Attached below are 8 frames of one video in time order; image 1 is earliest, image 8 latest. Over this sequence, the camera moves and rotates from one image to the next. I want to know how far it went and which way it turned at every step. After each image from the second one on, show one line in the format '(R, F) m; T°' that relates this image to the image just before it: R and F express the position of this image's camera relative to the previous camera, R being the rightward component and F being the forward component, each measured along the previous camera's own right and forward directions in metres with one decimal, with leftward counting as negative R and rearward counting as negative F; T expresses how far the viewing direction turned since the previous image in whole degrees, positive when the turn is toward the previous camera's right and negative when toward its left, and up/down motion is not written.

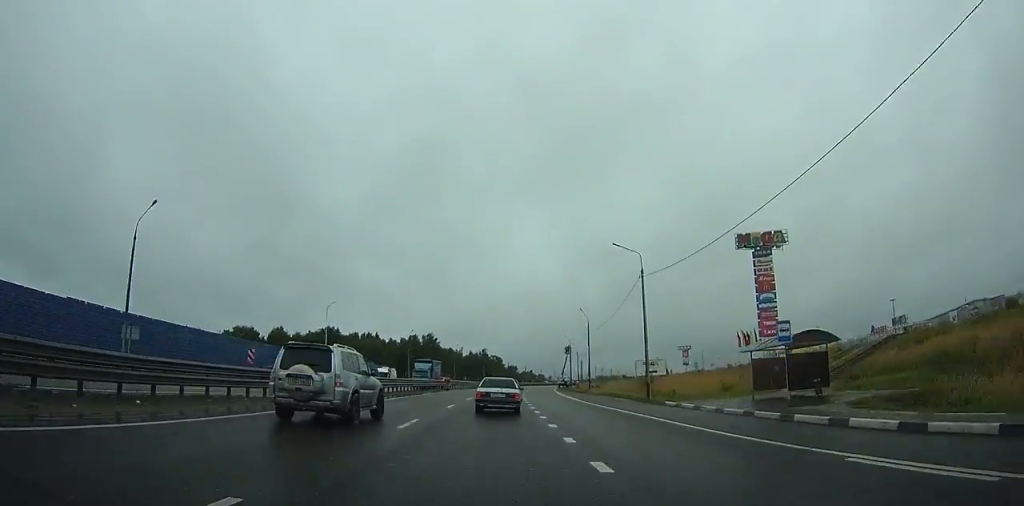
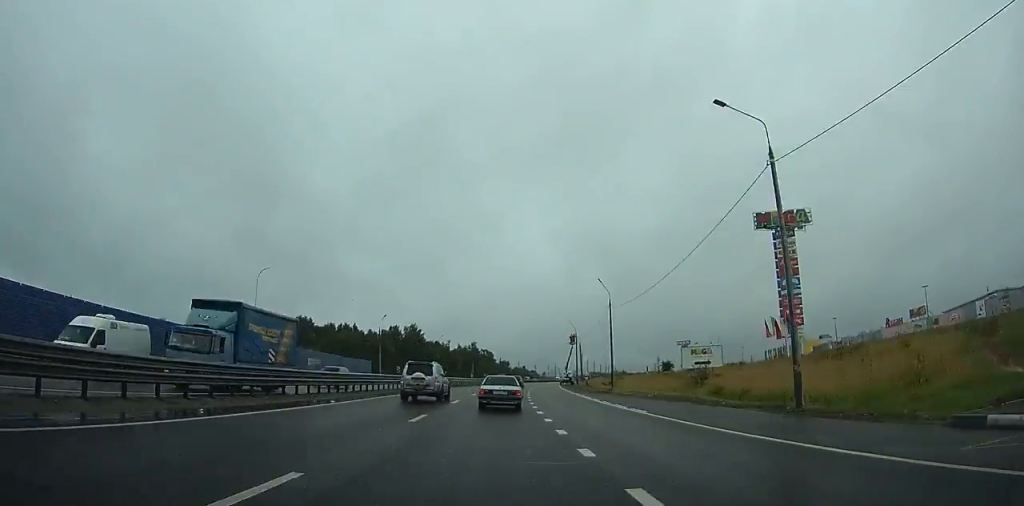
(+0.2, +22.5) m; +1°
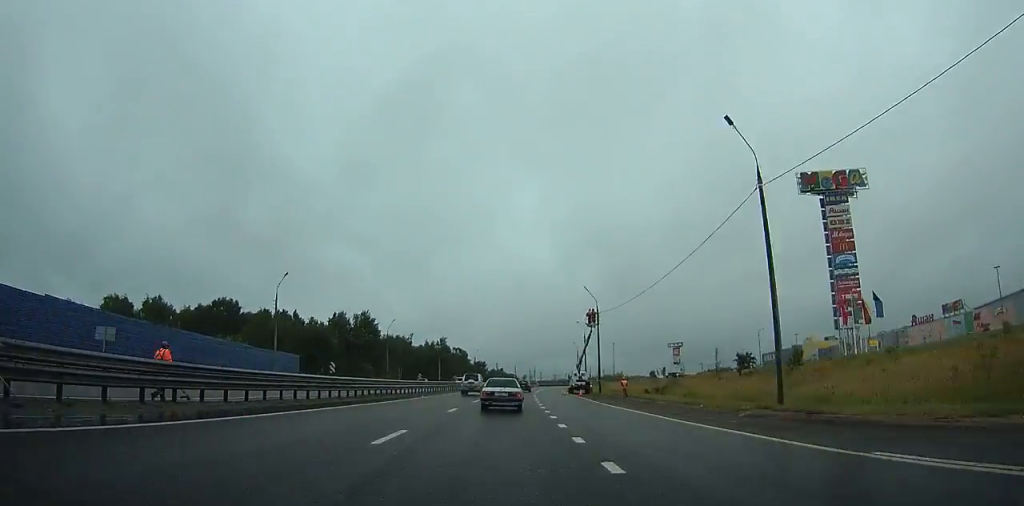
(+0.8, +40.1) m; +2°
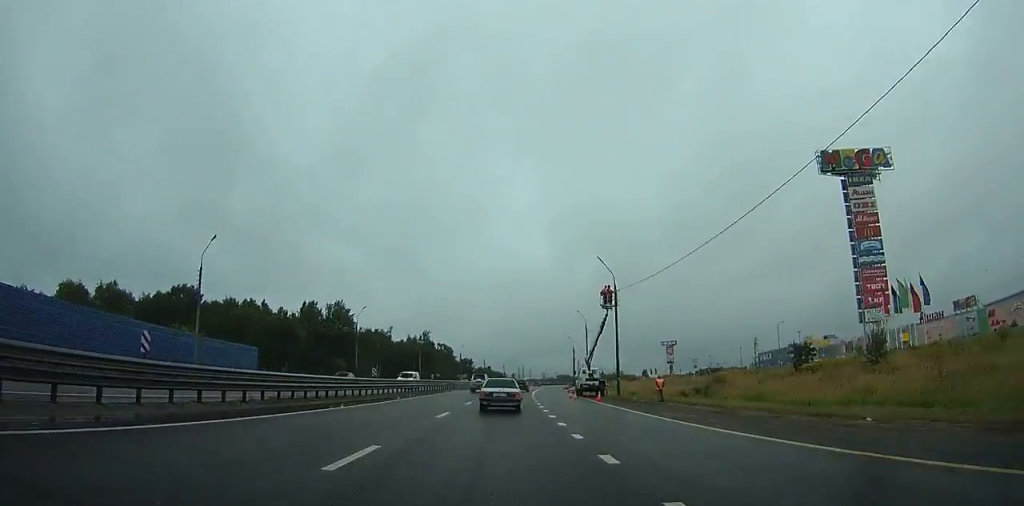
(0.0, +14.5) m; +1°
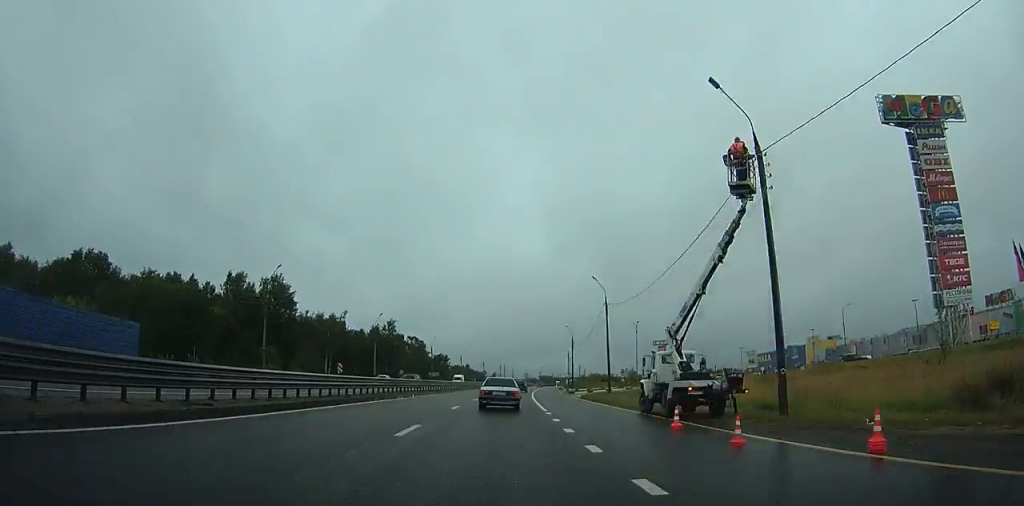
(+0.4, +29.8) m; +2°
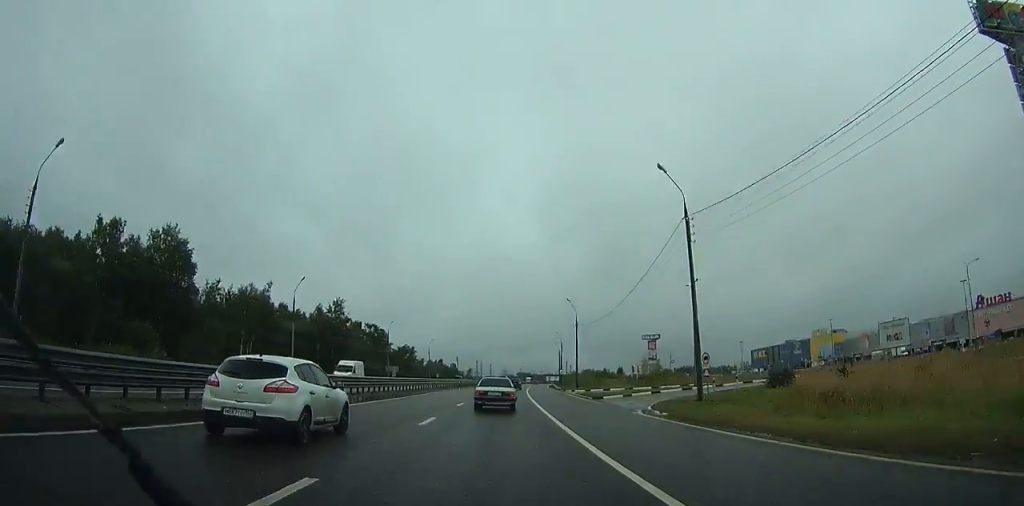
(+0.6, +31.5) m; +2°
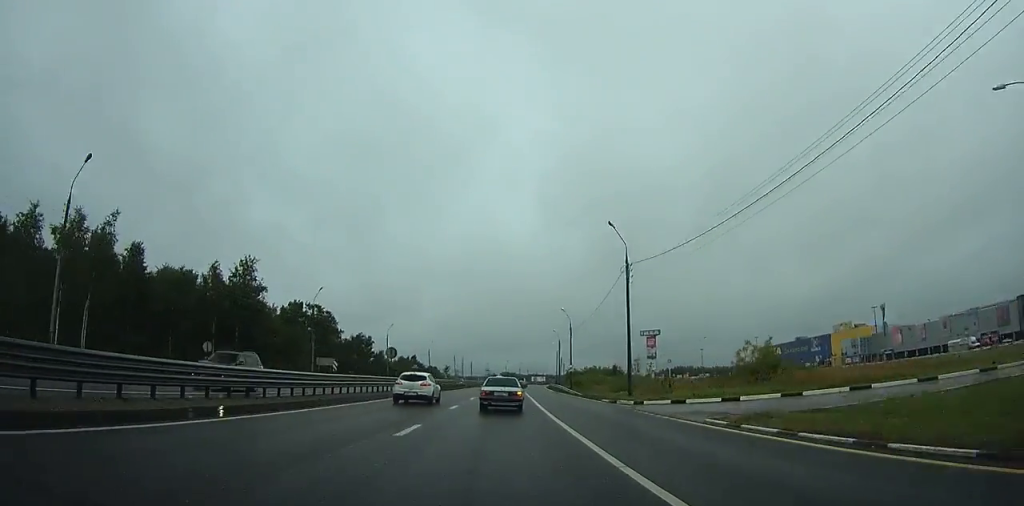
(+0.6, +37.9) m; +2°
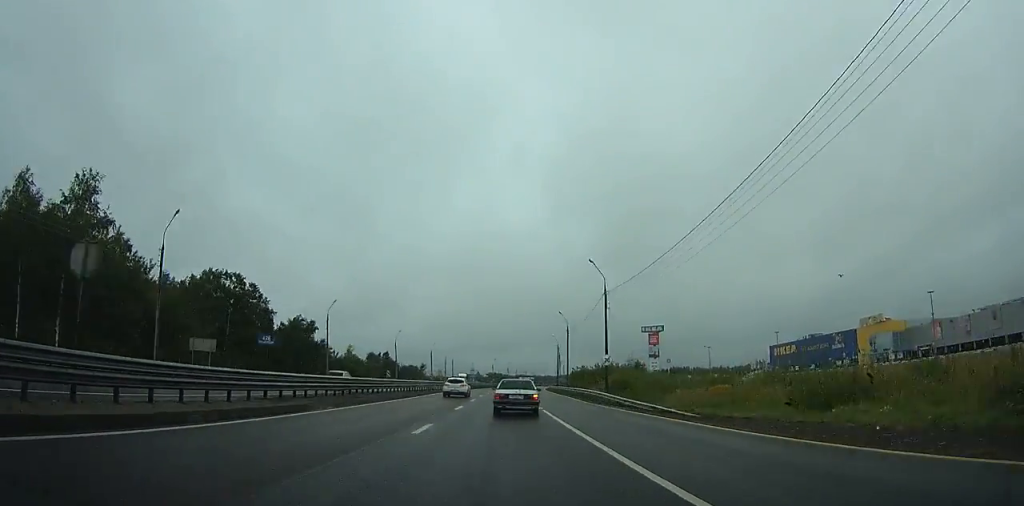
(+0.5, +34.3) m; +1°
